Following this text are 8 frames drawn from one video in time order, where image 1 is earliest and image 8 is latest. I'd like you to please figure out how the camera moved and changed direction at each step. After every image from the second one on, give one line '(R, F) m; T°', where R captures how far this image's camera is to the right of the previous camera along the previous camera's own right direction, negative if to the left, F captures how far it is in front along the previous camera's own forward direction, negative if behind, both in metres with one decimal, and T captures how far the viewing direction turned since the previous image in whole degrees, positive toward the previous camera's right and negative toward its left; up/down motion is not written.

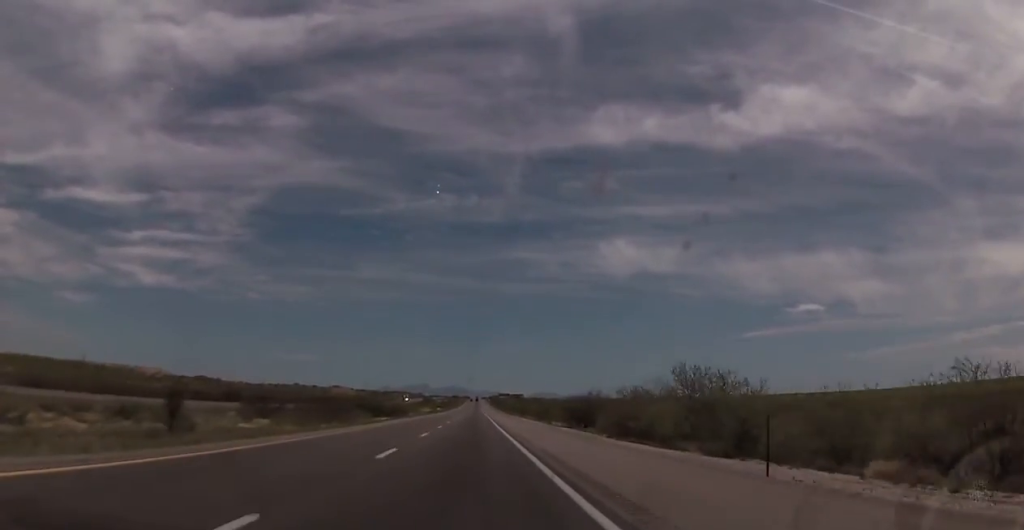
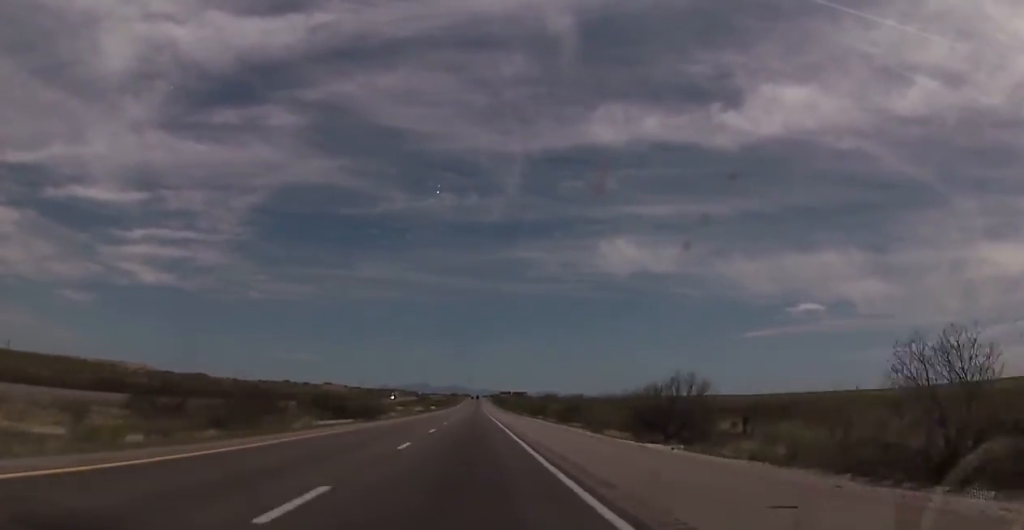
(+0.3, +34.2) m; 0°
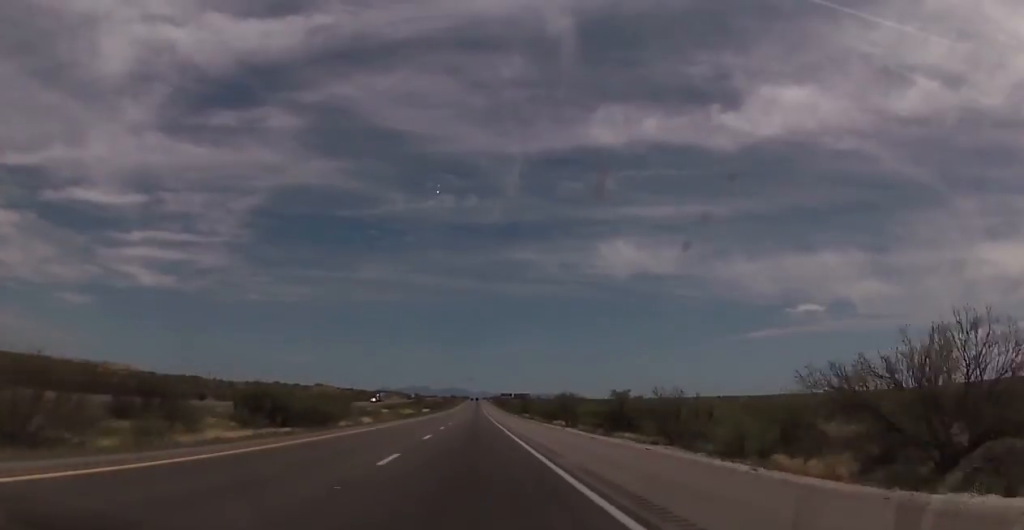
(-0.1, +29.3) m; 0°
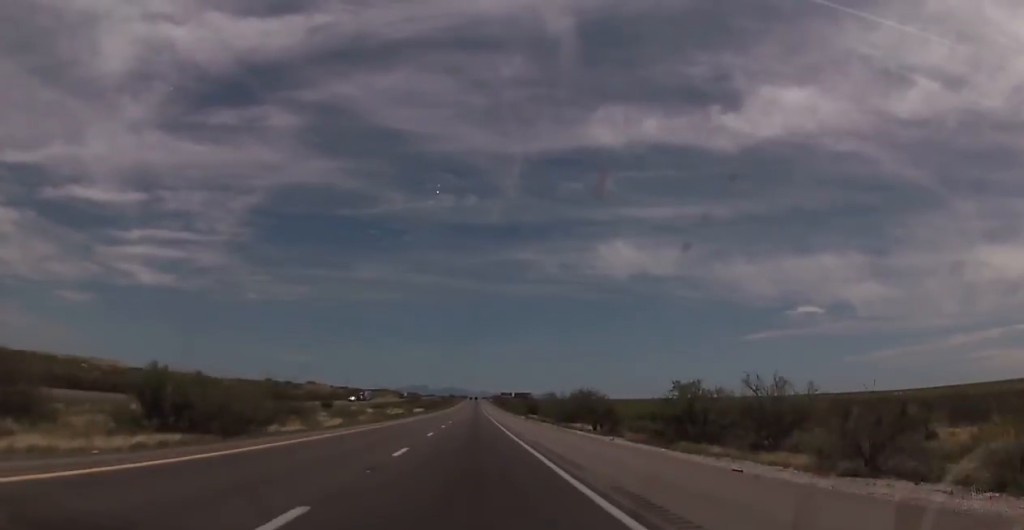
(-0.2, +22.0) m; 0°
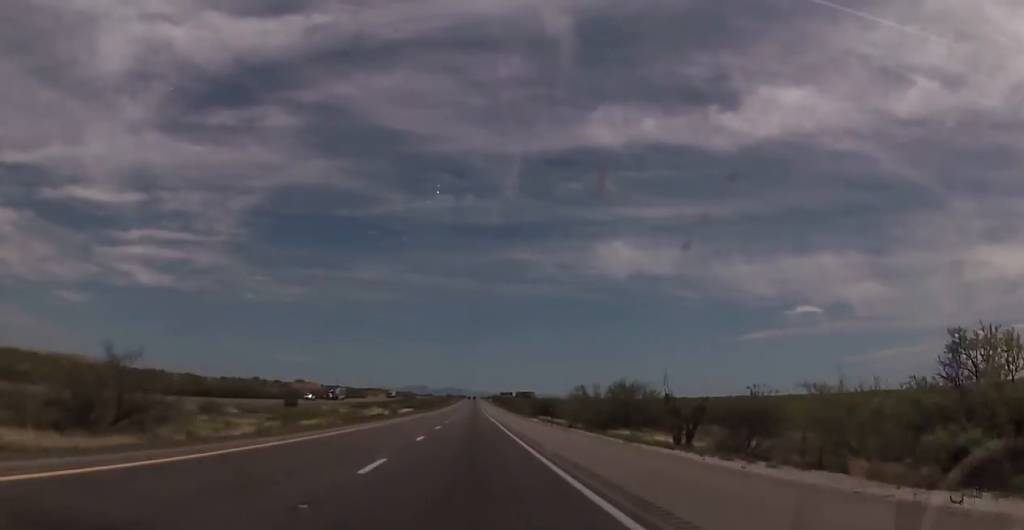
(+0.5, +29.3) m; 0°
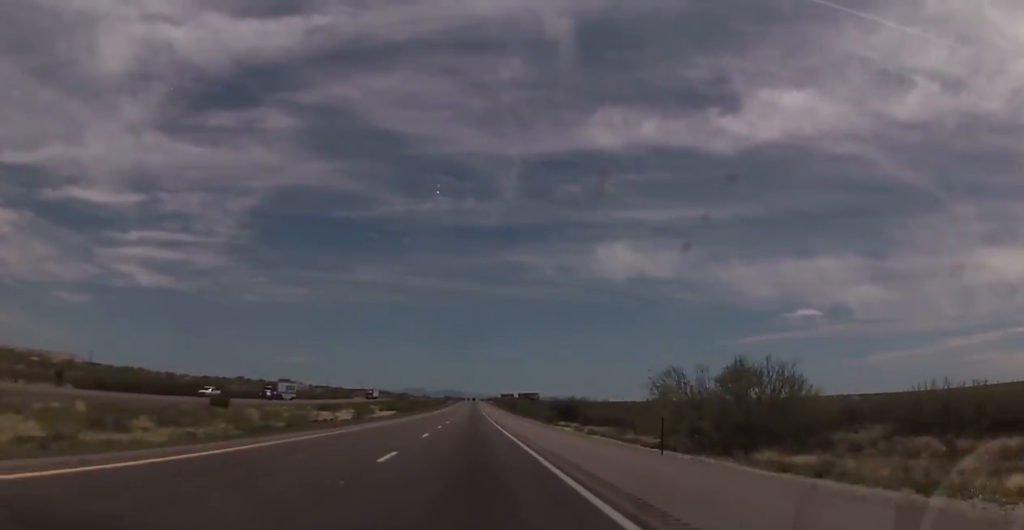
(-0.4, +34.3) m; 0°
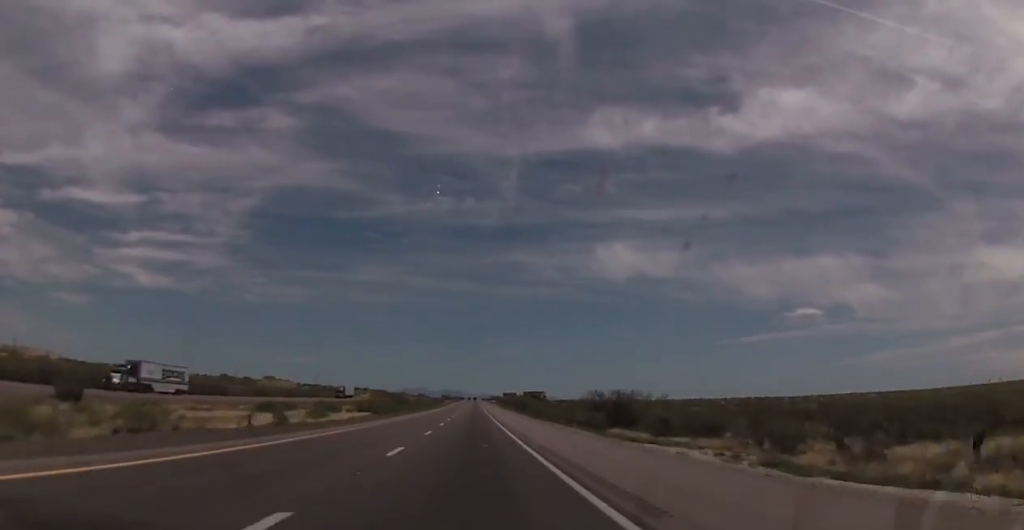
(+0.4, +35.4) m; 0°
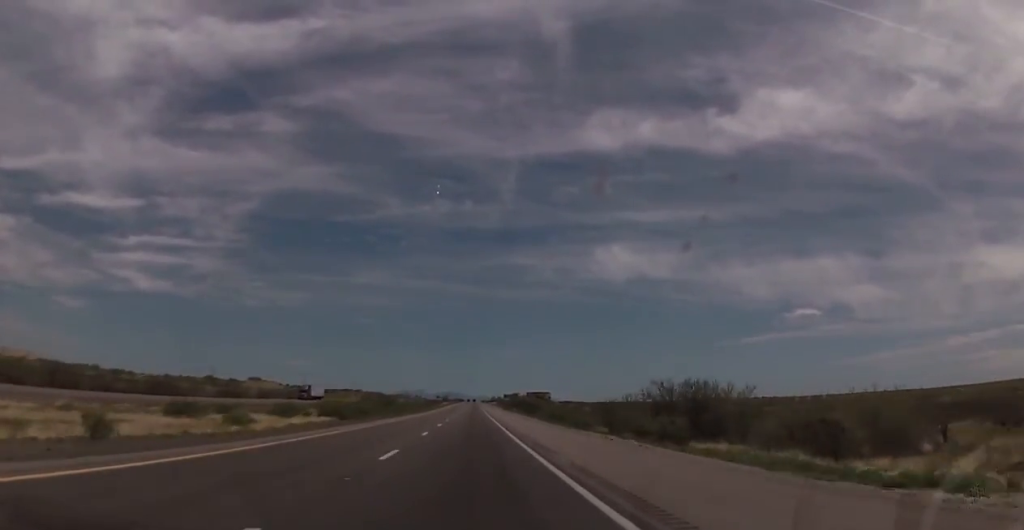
(-0.2, +25.7) m; 0°
